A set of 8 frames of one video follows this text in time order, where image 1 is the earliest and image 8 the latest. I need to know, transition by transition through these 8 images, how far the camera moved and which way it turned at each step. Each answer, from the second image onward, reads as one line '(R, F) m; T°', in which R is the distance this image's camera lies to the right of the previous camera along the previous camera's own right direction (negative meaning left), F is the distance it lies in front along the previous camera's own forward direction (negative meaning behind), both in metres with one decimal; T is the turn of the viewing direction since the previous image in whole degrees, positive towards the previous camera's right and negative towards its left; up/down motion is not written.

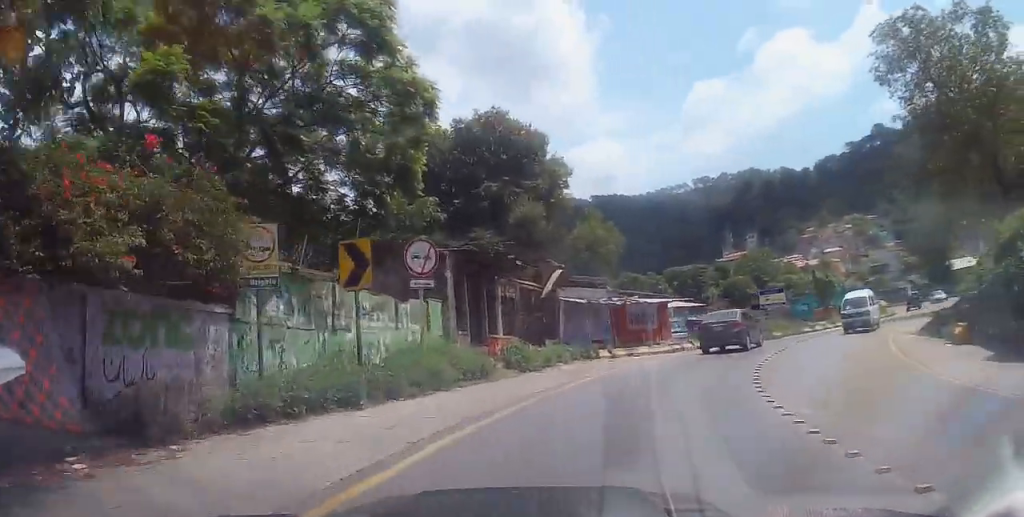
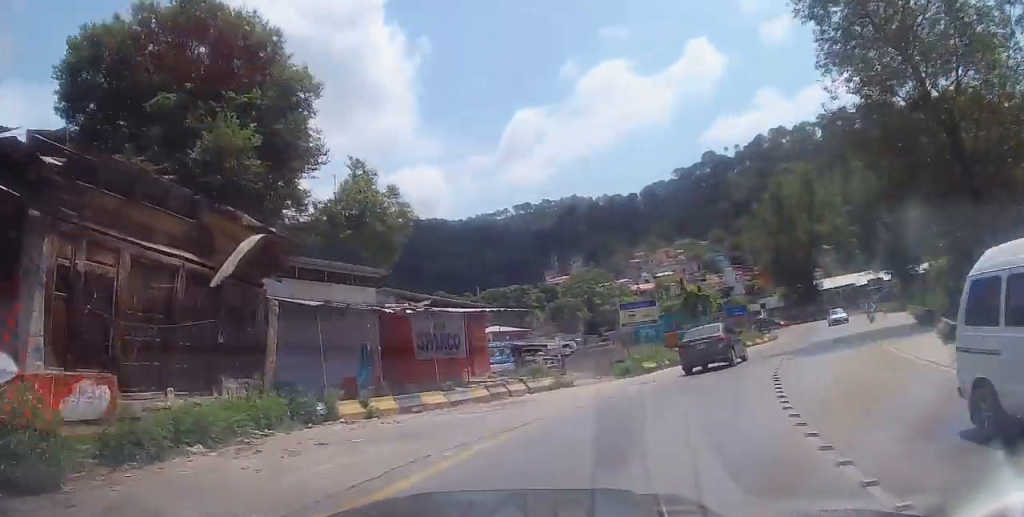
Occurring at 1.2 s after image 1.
(+1.8, +13.6) m; +19°
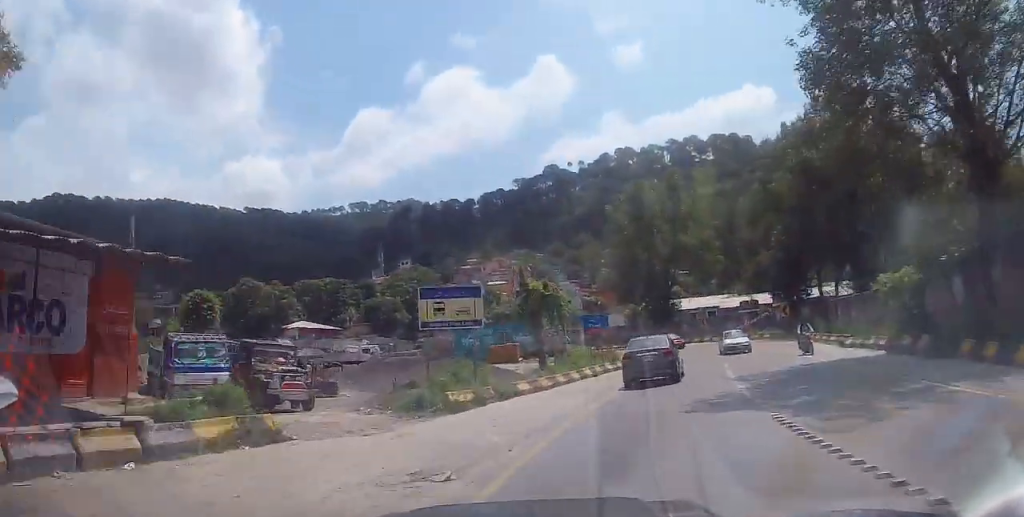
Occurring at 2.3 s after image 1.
(+2.2, +11.9) m; +12°
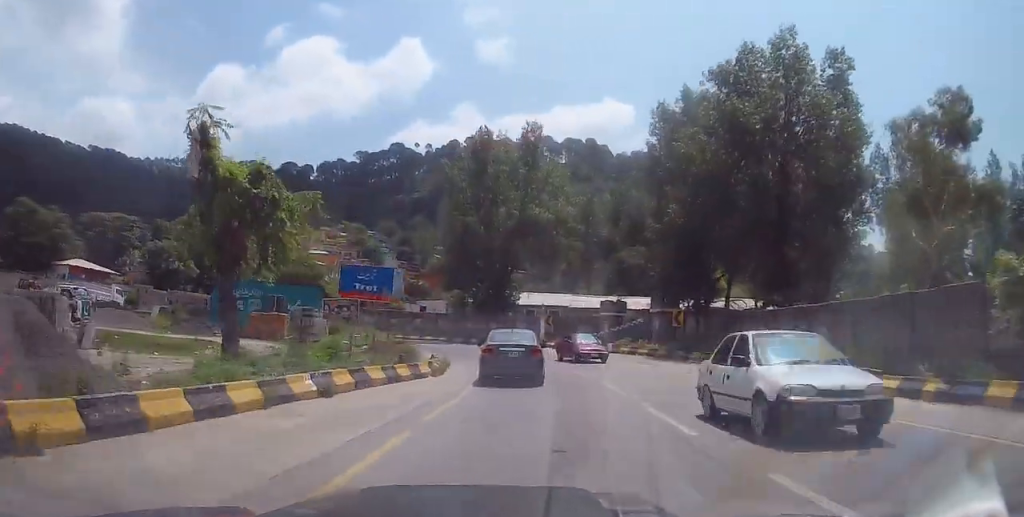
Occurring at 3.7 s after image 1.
(+1.2, +16.6) m; +10°
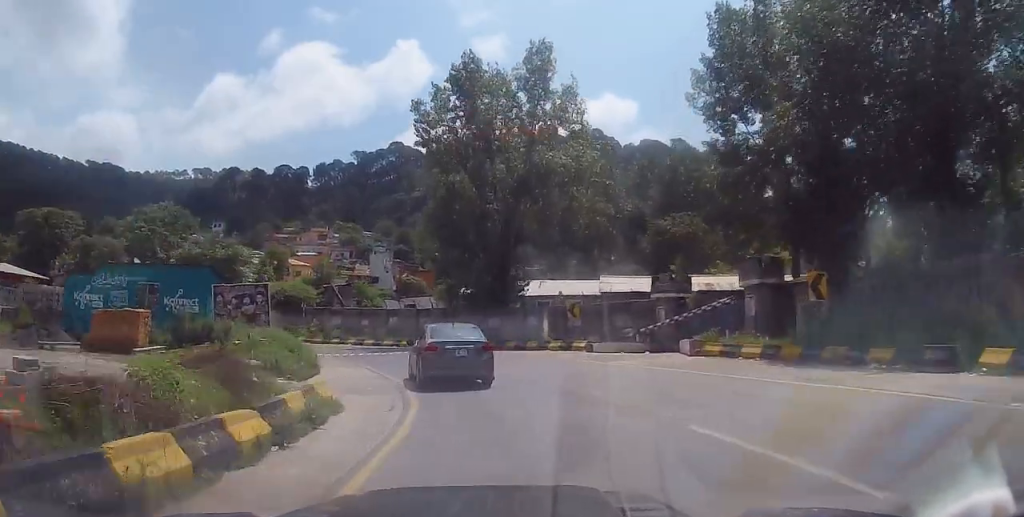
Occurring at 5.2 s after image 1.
(+1.1, +16.6) m; +1°
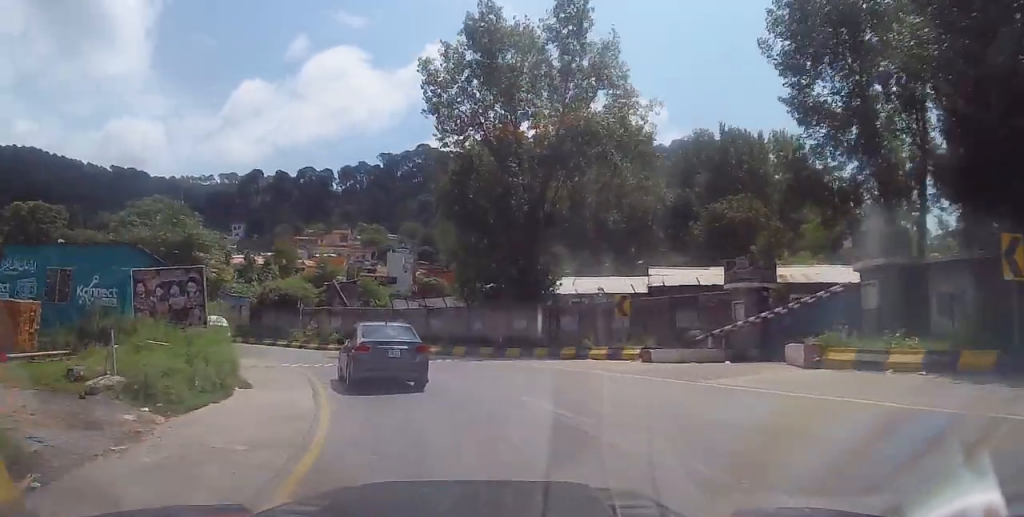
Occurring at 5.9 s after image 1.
(-0.3, +7.8) m; -7°
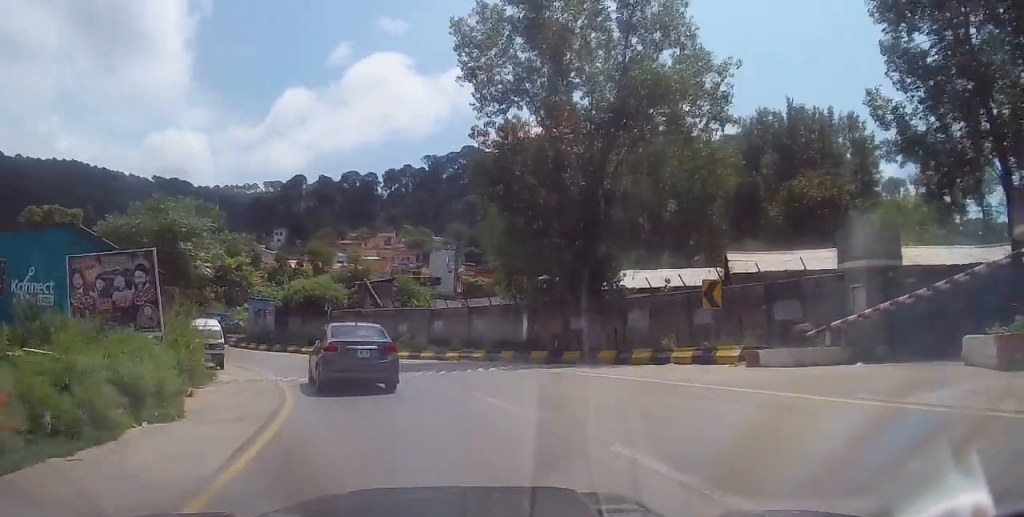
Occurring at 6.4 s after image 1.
(+0.1, +5.5) m; -6°
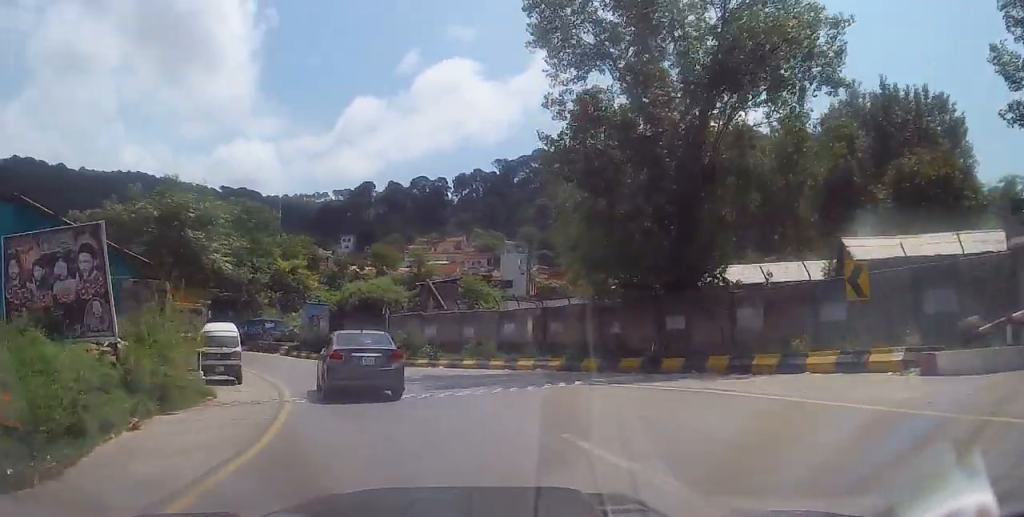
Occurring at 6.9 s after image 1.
(-0.7, +4.6) m; -6°
